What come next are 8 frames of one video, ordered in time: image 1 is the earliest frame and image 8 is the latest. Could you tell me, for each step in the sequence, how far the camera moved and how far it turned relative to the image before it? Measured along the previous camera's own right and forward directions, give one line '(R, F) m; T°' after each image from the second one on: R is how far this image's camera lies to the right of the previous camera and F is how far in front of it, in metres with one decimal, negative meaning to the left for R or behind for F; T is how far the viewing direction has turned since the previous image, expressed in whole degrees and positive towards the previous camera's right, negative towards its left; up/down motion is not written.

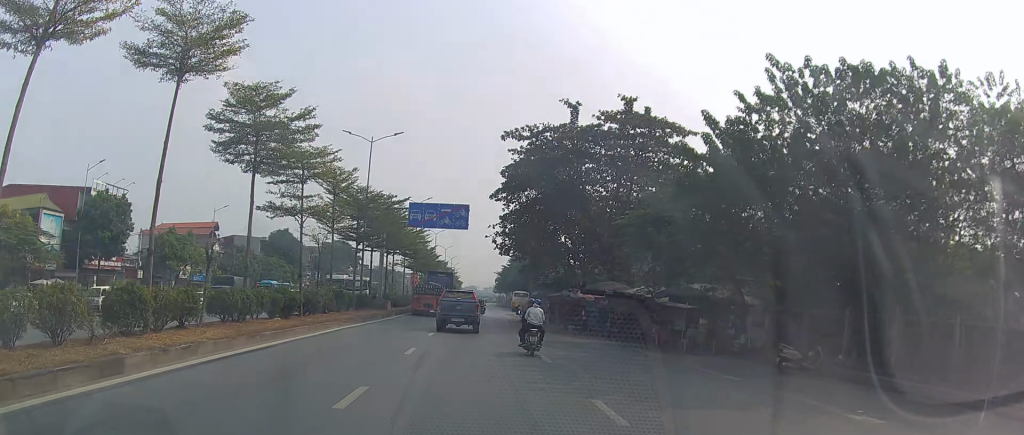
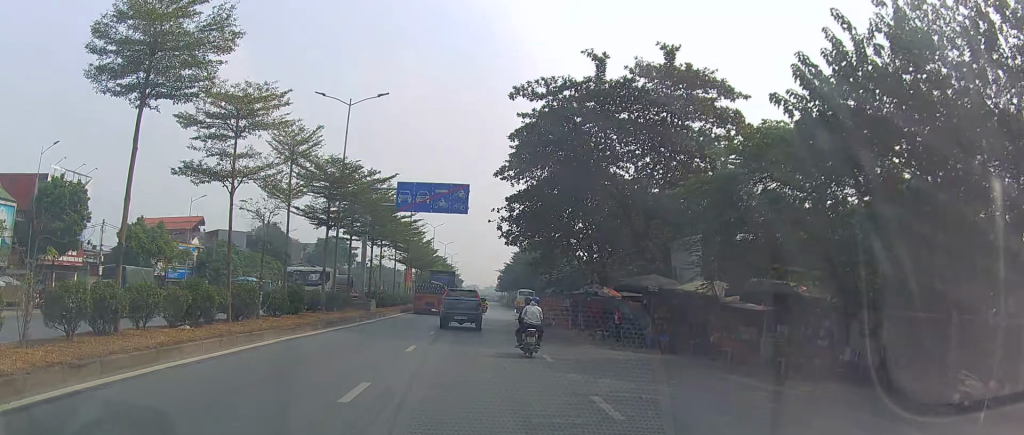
(+0.2, +9.4) m; +1°
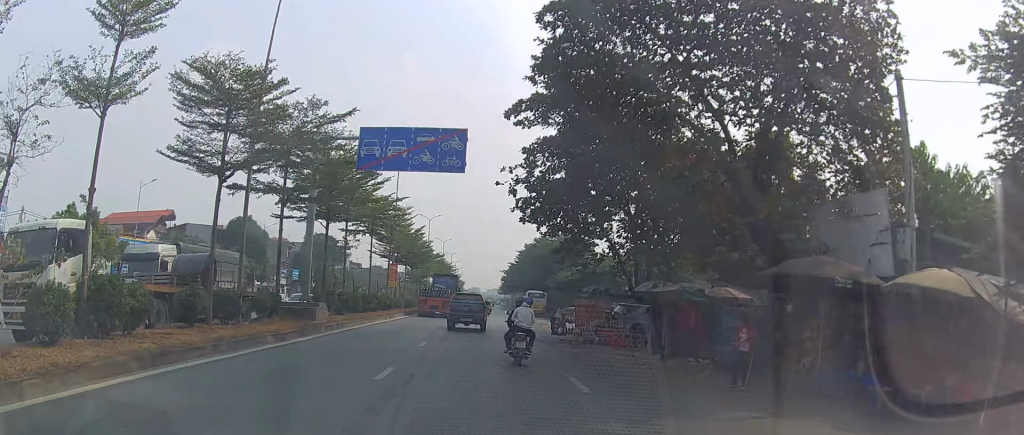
(-0.2, +15.5) m; 0°
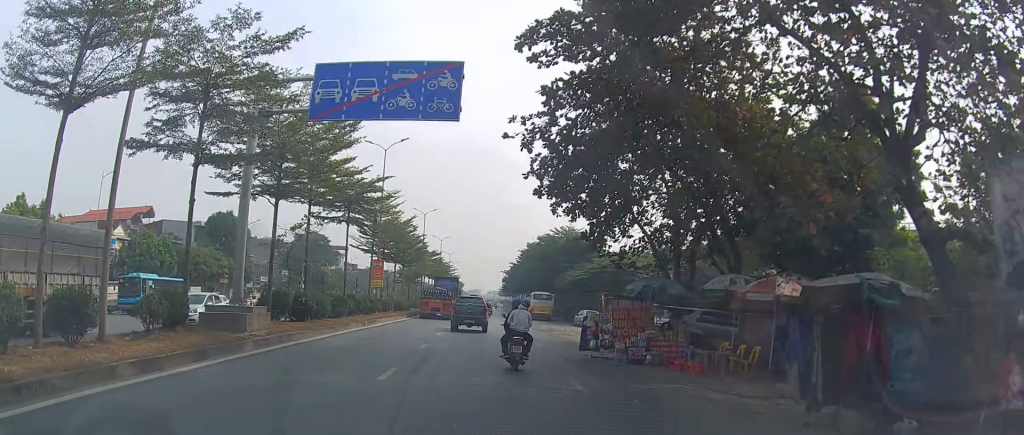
(+0.1, +8.2) m; 0°
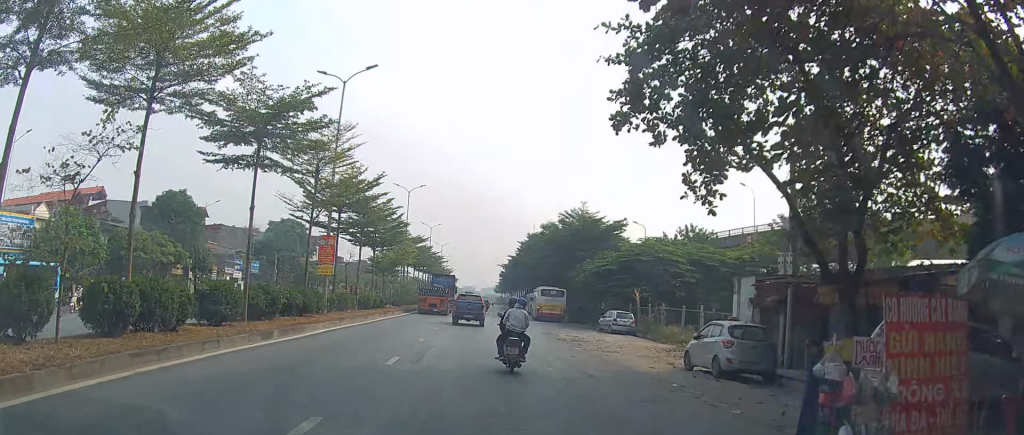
(-0.1, +14.7) m; 0°
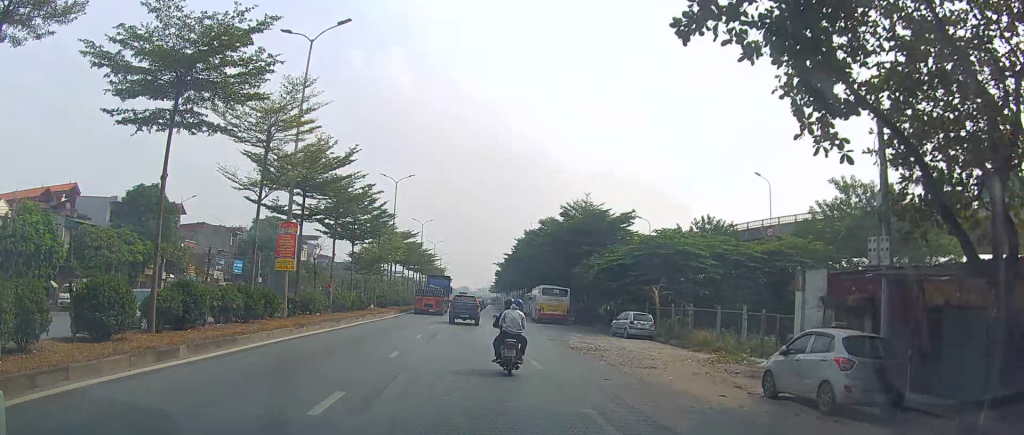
(+0.1, +5.9) m; 0°
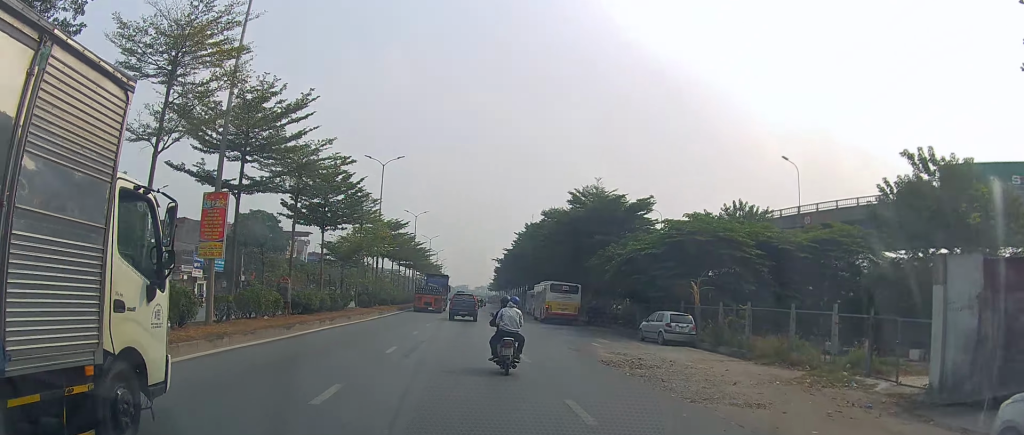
(0.0, +7.1) m; +1°
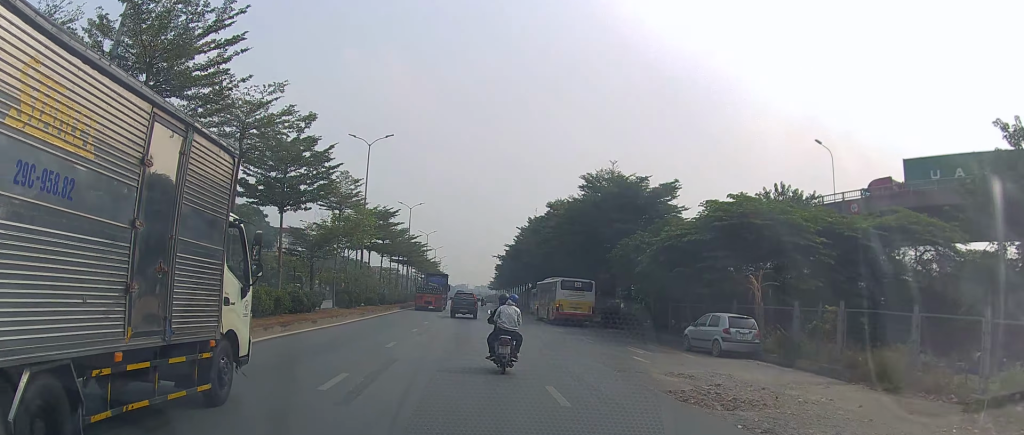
(-0.2, +6.7) m; +2°
